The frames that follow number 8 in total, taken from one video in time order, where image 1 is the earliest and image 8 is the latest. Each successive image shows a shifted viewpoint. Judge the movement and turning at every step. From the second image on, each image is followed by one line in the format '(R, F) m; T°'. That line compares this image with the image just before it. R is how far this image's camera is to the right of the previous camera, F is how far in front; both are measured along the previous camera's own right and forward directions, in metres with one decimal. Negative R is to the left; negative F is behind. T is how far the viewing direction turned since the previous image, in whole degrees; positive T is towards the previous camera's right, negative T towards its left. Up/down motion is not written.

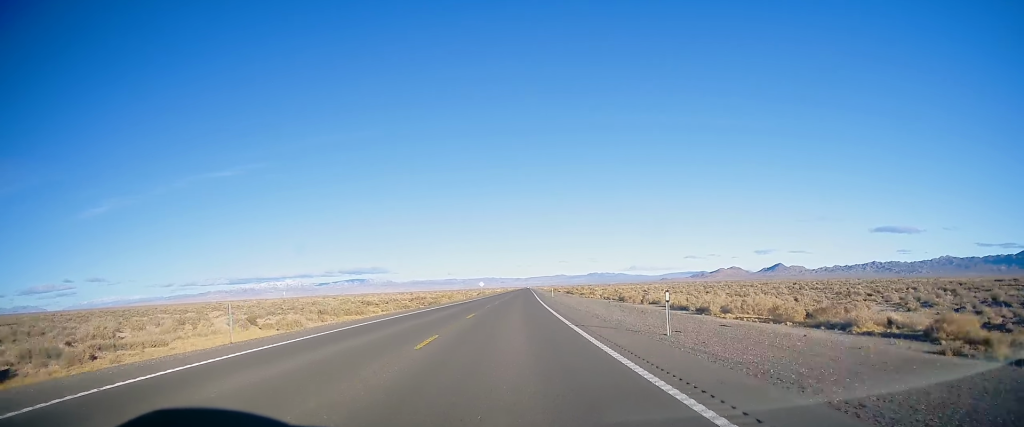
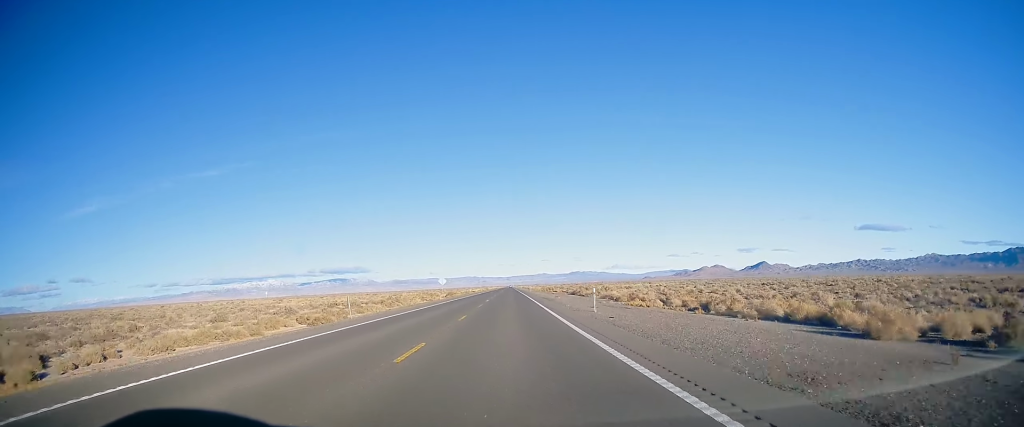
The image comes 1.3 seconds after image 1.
(+0.1, +50.6) m; 0°
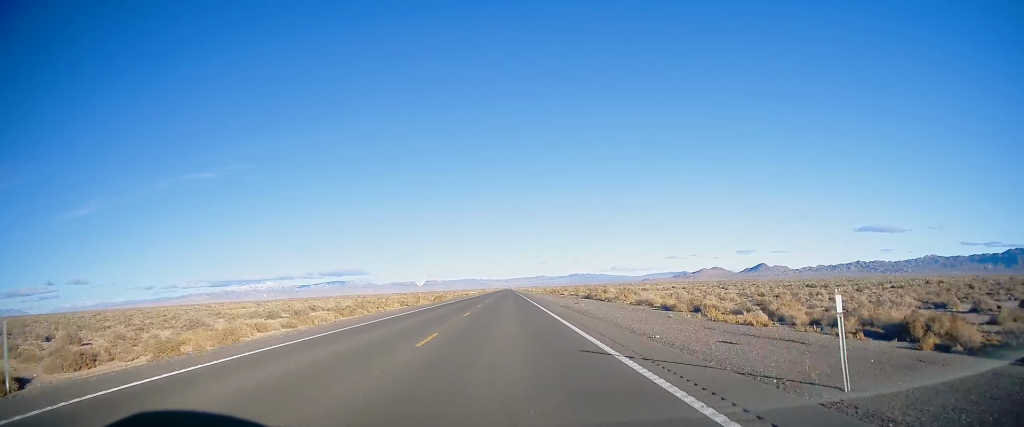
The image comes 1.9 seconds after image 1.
(-0.2, +21.6) m; +1°
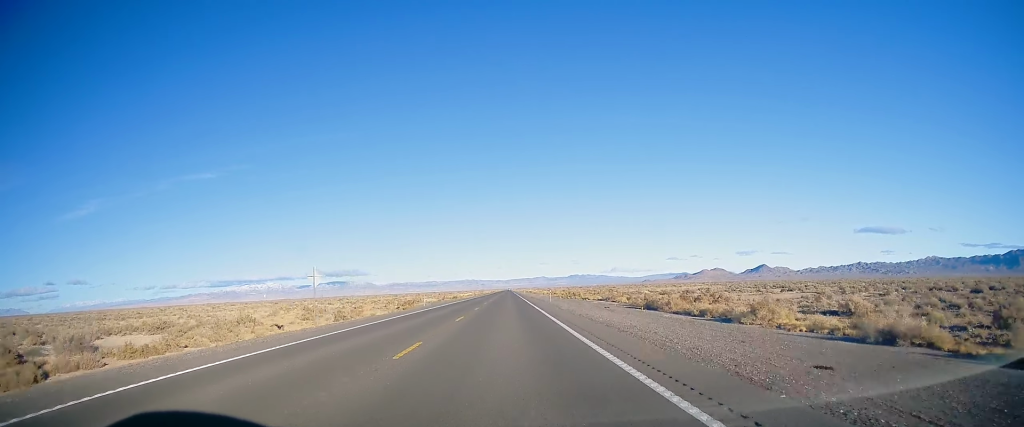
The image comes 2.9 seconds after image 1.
(+0.6, +38.5) m; +1°
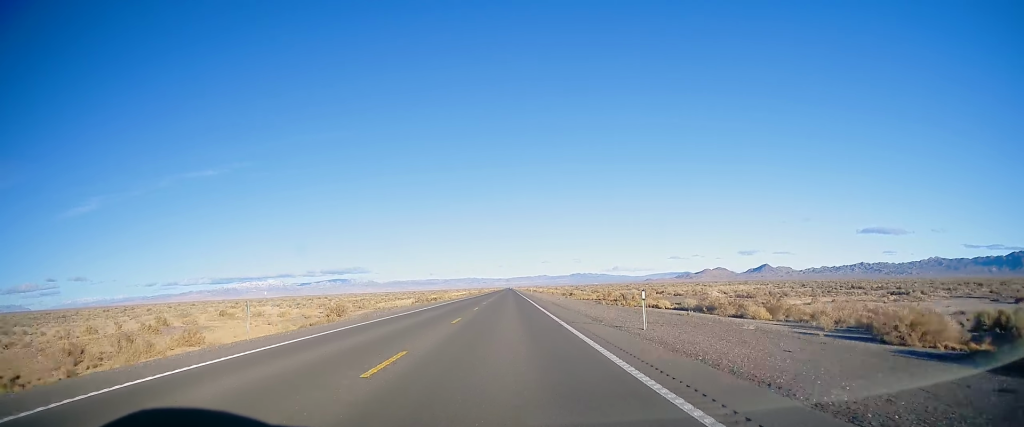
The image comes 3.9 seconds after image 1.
(-0.1, +38.8) m; 0°
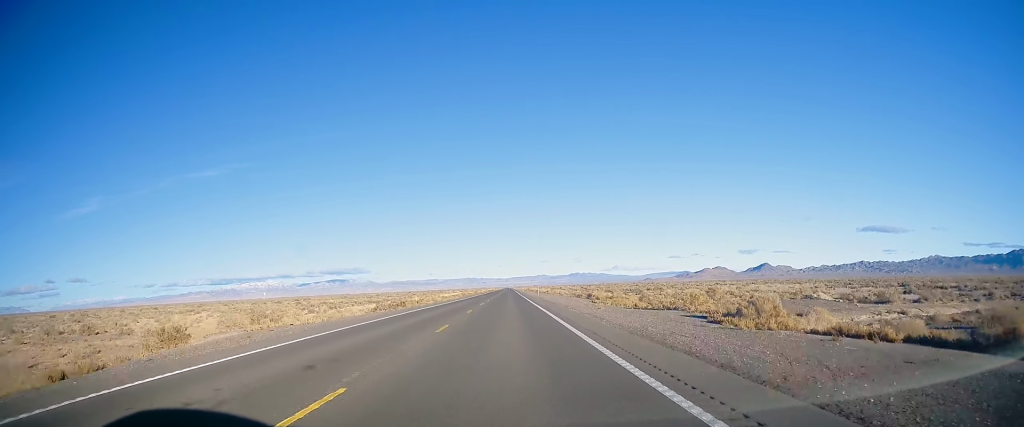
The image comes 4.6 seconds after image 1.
(-0.1, +28.8) m; 0°
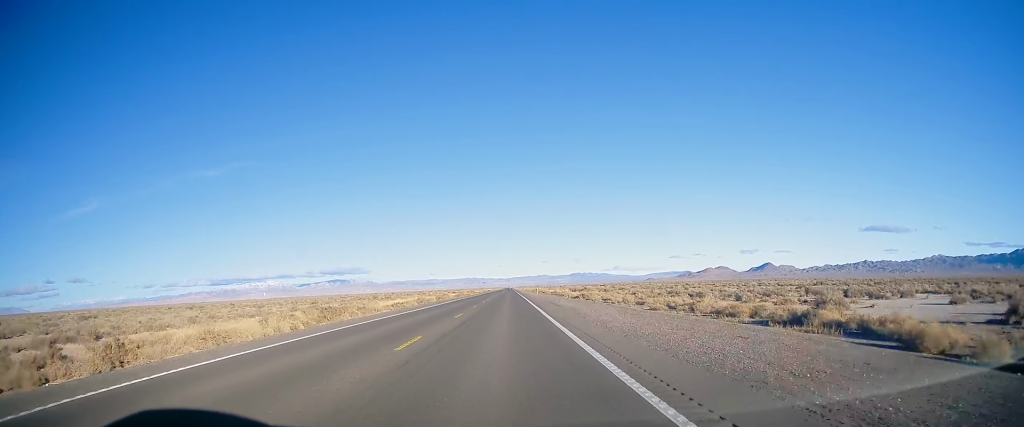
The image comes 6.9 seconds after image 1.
(-0.7, +89.3) m; -1°
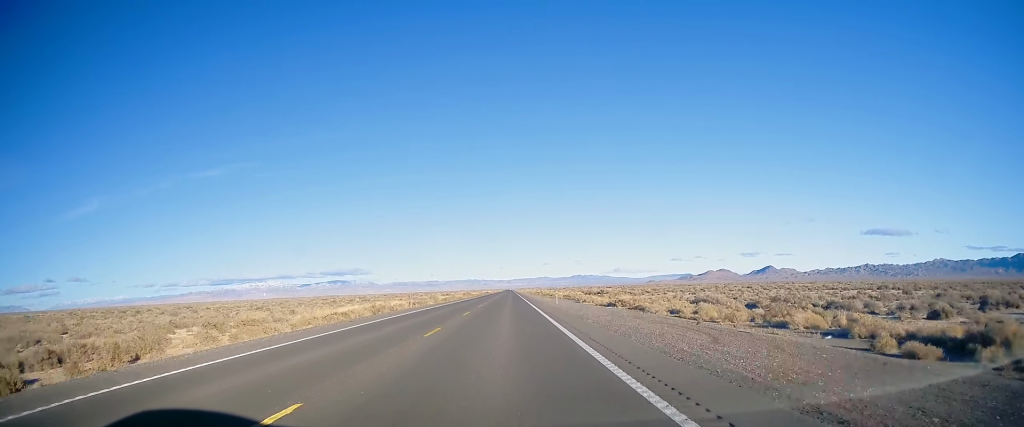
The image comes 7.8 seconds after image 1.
(+0.5, +32.7) m; +1°
